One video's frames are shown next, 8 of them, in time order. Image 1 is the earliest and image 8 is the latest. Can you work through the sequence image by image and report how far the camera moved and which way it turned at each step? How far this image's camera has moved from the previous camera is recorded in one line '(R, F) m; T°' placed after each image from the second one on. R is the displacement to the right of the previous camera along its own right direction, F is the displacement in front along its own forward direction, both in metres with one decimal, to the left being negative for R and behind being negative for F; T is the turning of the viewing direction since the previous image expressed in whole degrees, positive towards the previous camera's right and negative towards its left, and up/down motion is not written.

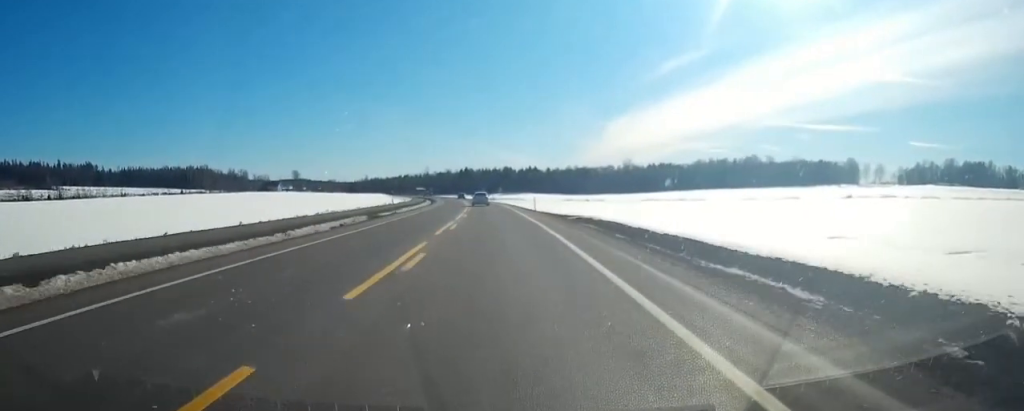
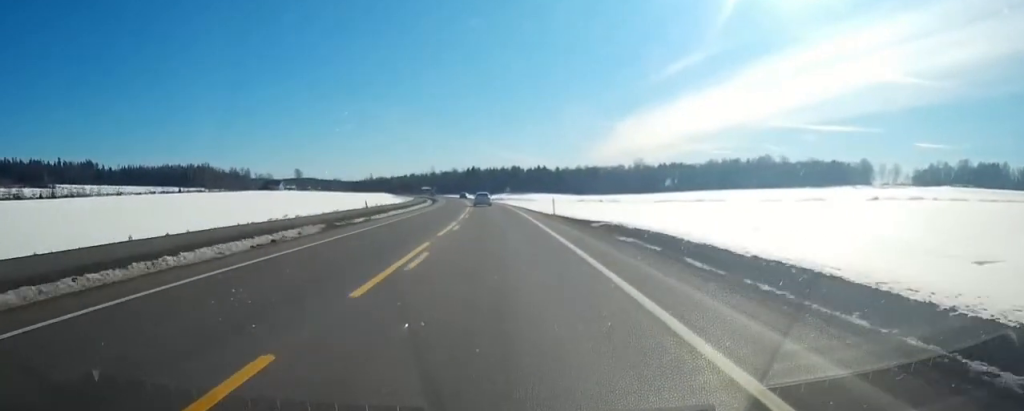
(0.0, +11.9) m; 0°
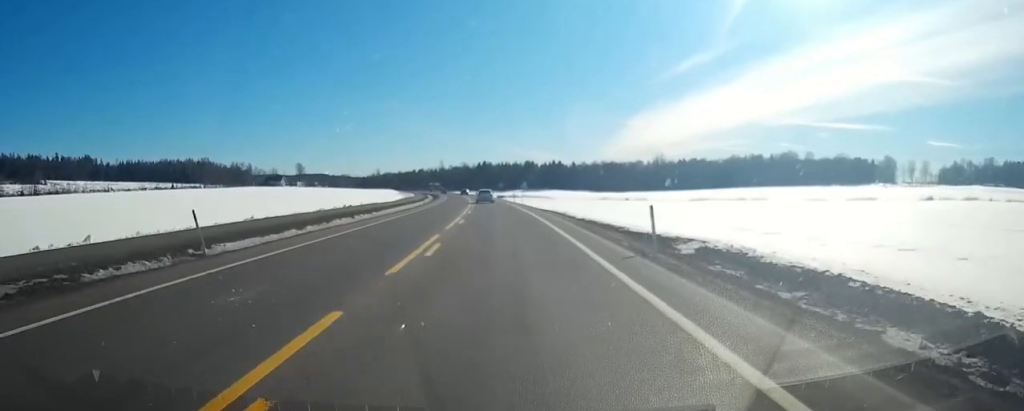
(-0.1, +22.2) m; -1°
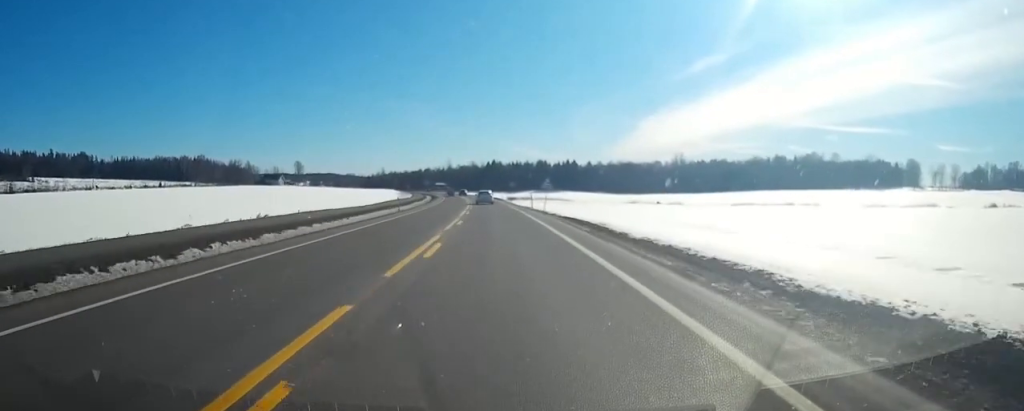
(-0.3, +23.6) m; -1°
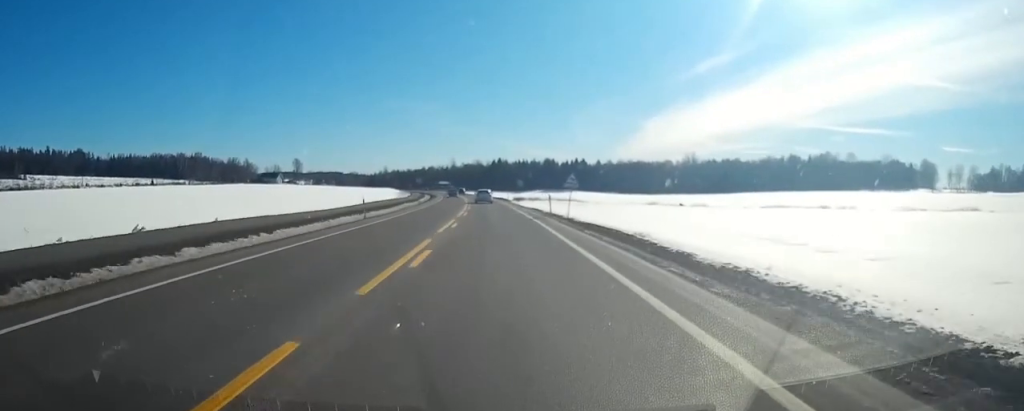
(-0.1, +13.9) m; 0°
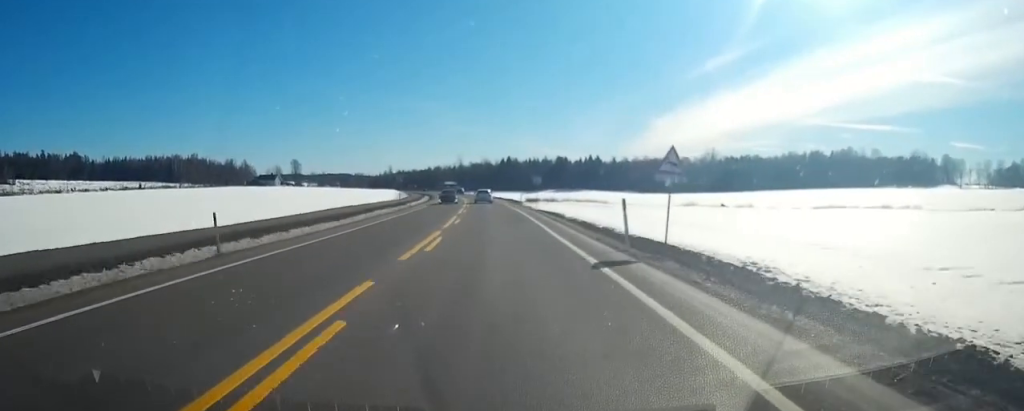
(-0.1, +19.6) m; -1°
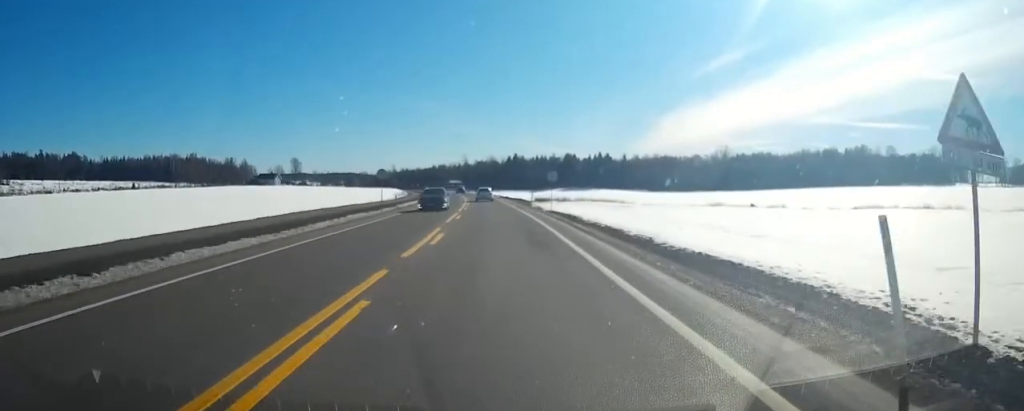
(0.0, +10.8) m; -1°
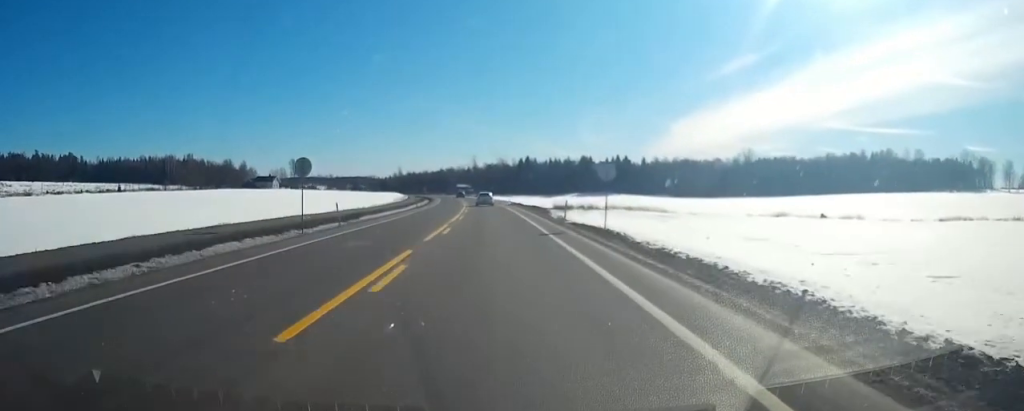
(-0.2, +19.9) m; -1°
